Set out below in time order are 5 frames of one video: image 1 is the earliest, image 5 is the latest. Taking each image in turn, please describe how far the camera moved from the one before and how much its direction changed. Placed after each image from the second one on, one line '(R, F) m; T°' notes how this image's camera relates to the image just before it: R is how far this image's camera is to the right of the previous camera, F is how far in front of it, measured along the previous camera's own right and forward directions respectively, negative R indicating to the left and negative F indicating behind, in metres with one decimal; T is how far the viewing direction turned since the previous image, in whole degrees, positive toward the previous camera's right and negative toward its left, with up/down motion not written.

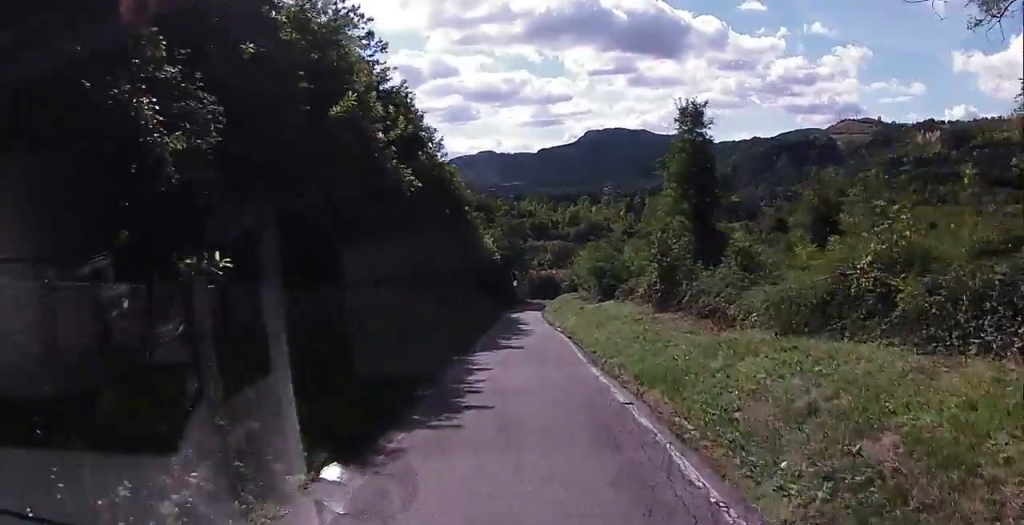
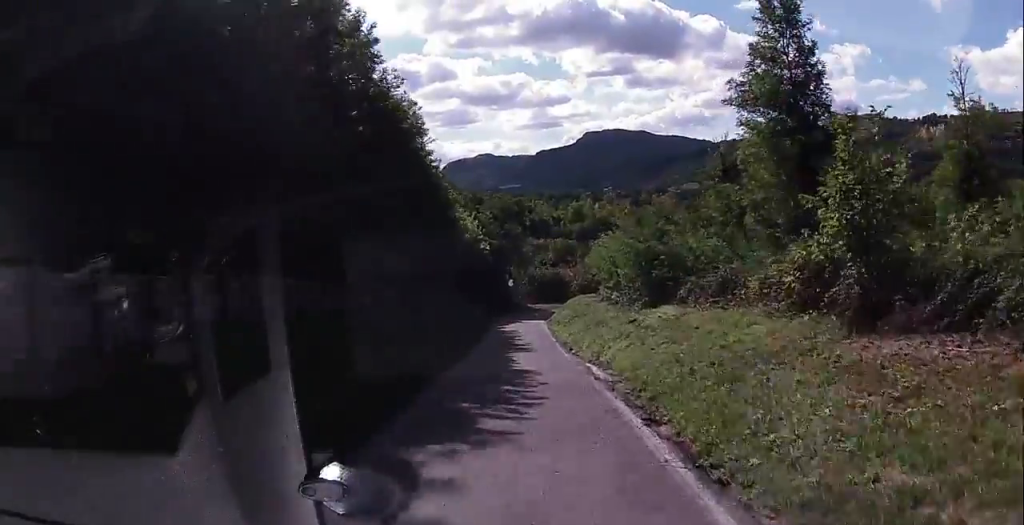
(-0.7, +20.2) m; -2°
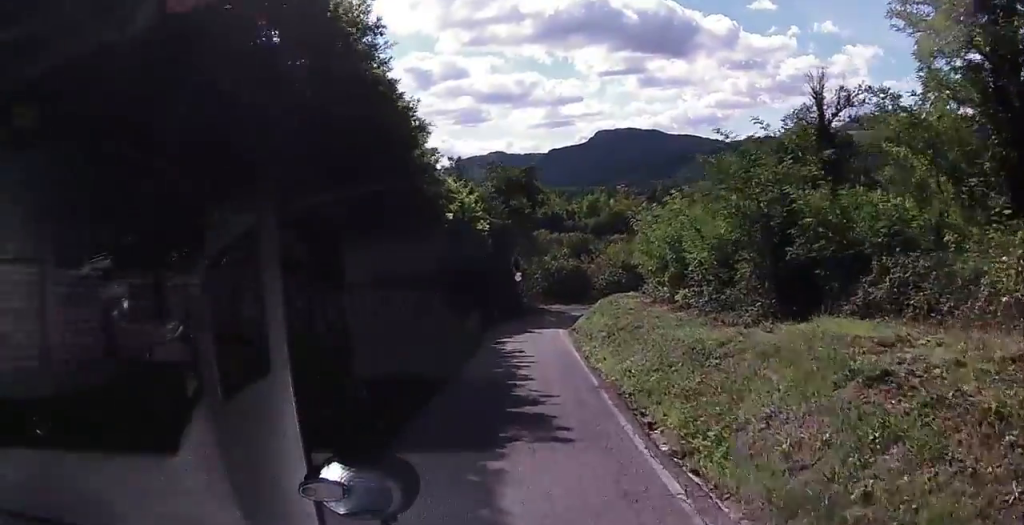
(-0.3, +15.3) m; +1°
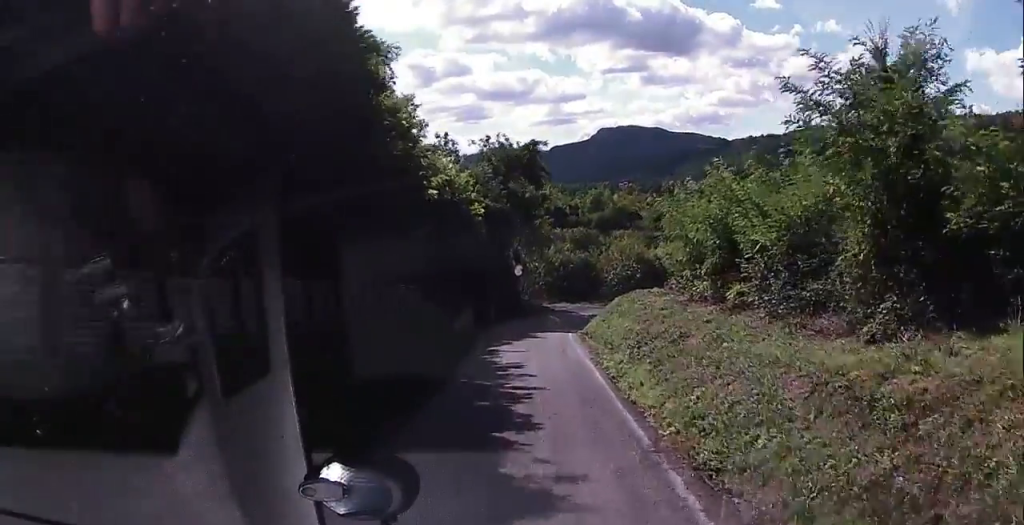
(+0.8, +6.7) m; 0°
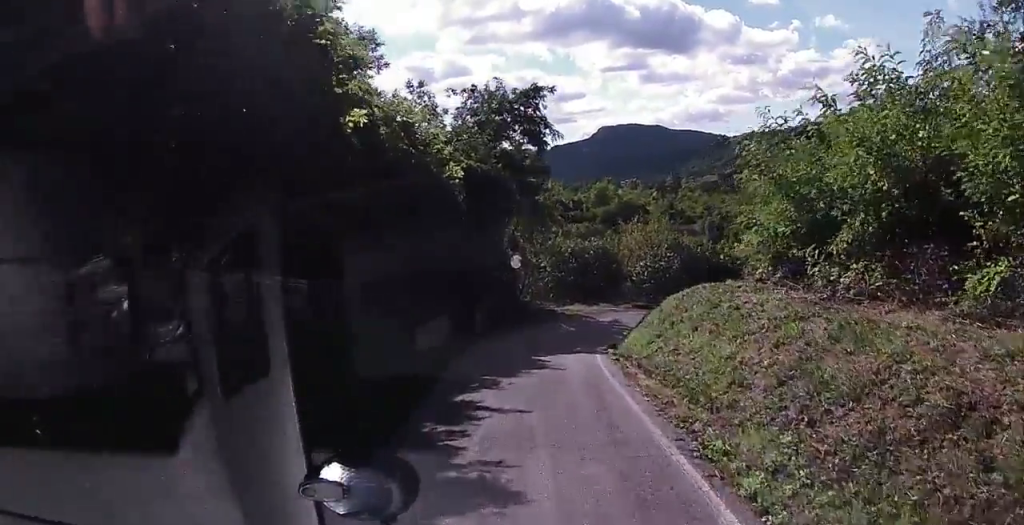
(-0.8, +11.5) m; -2°
